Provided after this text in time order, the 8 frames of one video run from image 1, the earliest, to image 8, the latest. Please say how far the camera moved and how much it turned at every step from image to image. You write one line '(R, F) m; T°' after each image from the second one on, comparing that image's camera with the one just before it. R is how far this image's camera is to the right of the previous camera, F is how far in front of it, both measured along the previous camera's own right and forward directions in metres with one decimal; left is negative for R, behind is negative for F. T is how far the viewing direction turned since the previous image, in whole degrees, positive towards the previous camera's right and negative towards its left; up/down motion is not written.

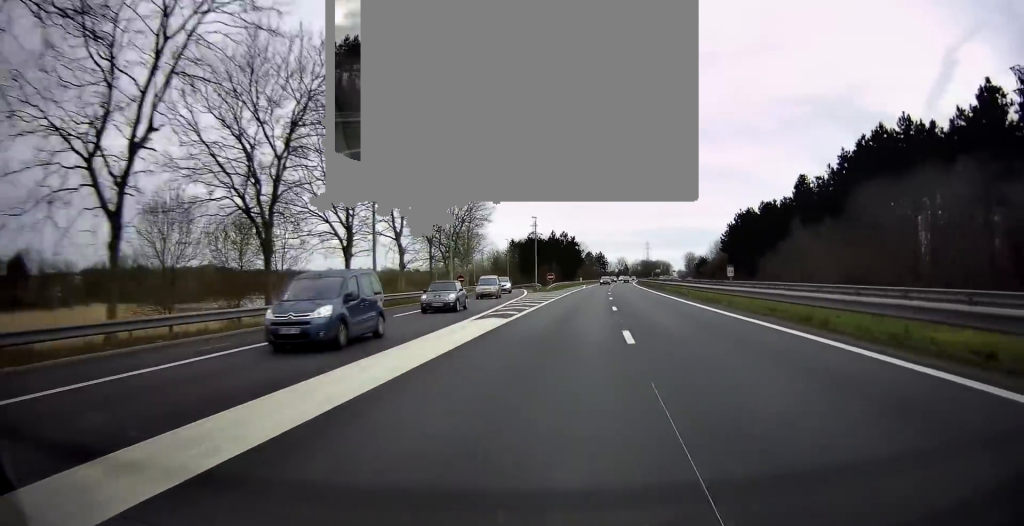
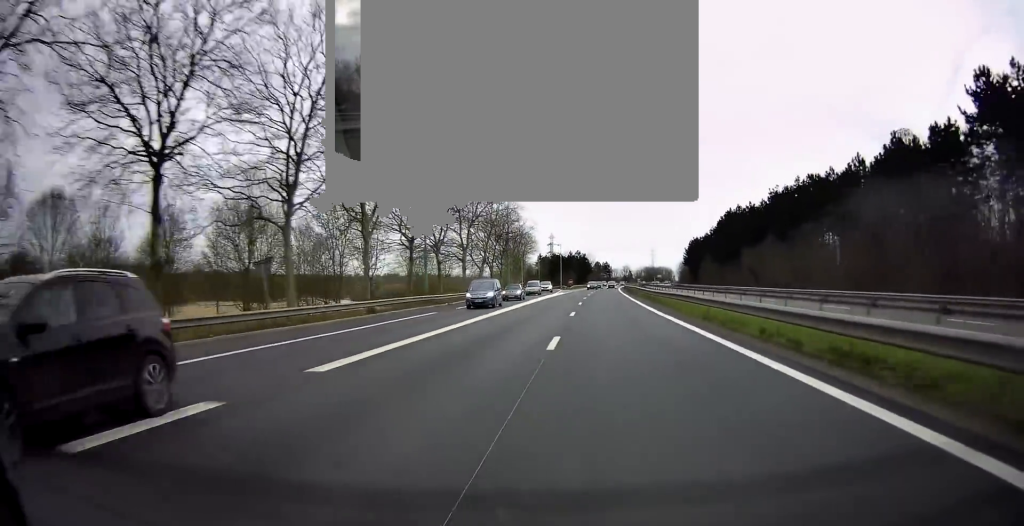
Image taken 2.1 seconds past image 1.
(-1.3, +63.9) m; -2°
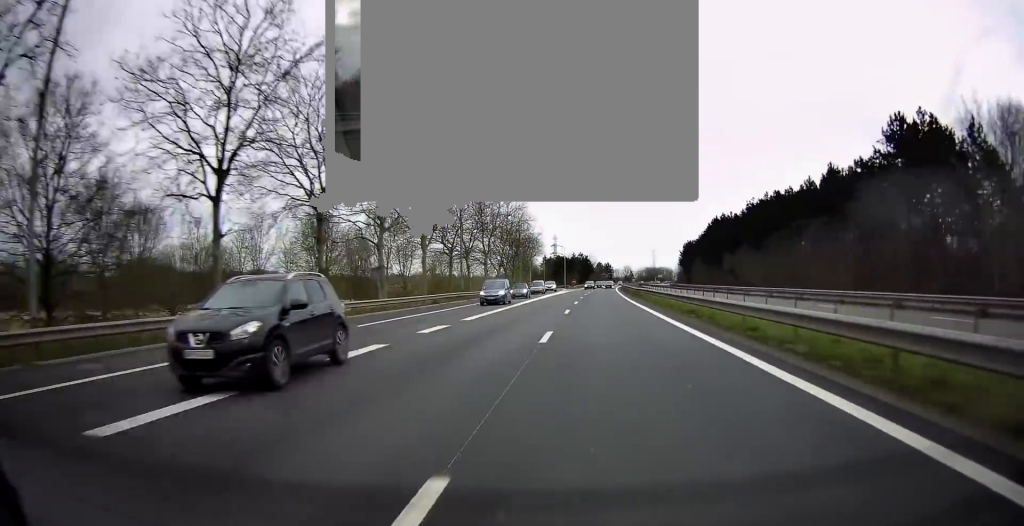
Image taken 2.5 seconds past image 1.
(0.0, +13.4) m; -1°
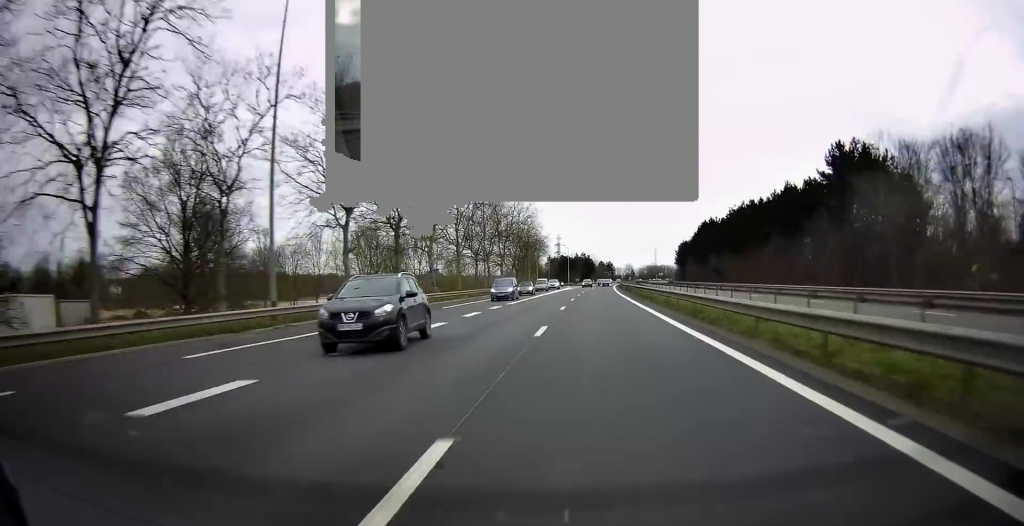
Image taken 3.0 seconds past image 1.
(0.0, +14.6) m; -1°
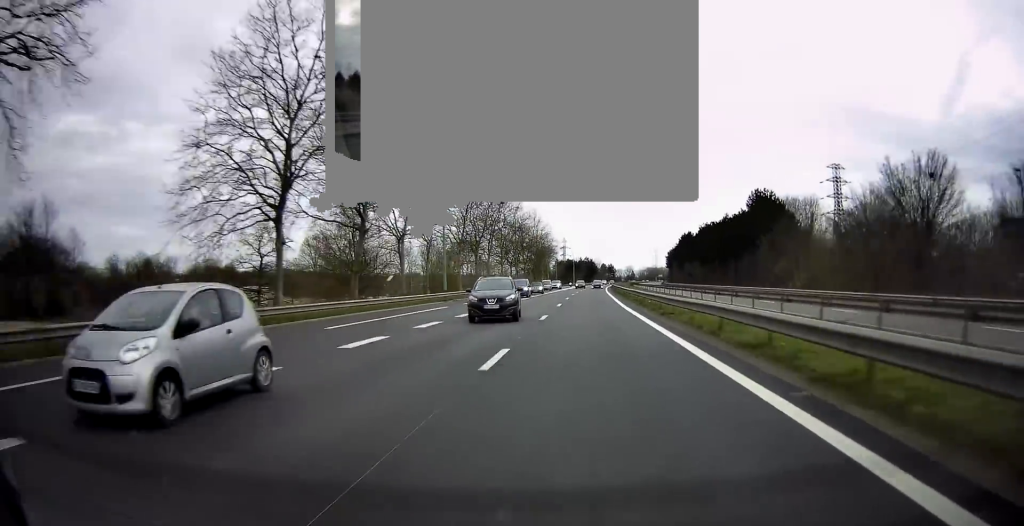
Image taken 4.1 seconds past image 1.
(-0.6, +33.3) m; -2°
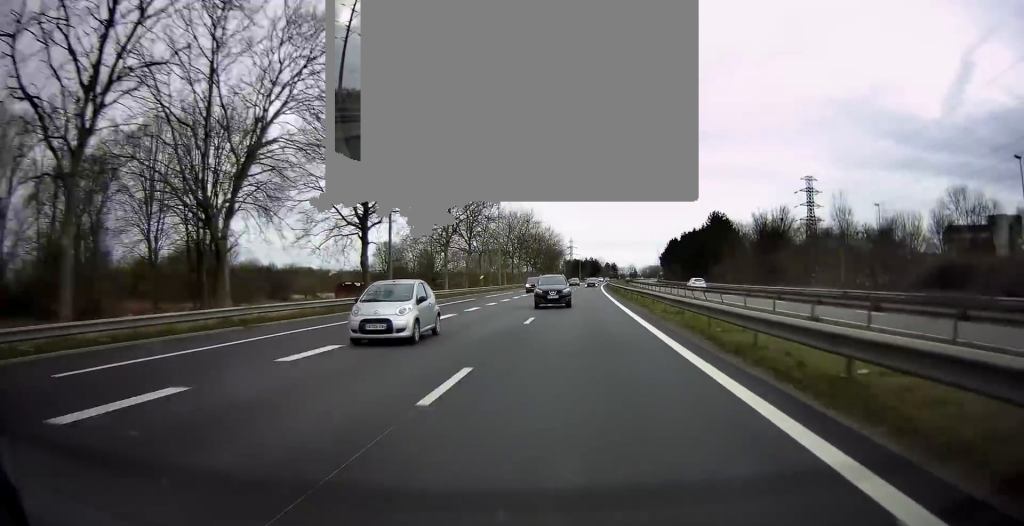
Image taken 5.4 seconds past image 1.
(-0.5, +36.4) m; -1°
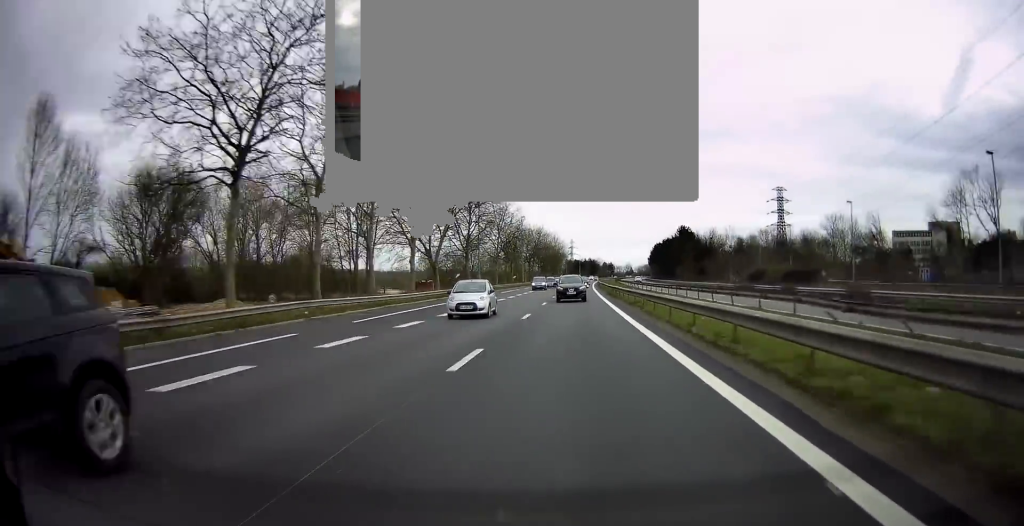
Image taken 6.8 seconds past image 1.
(-0.1, +40.7) m; 0°
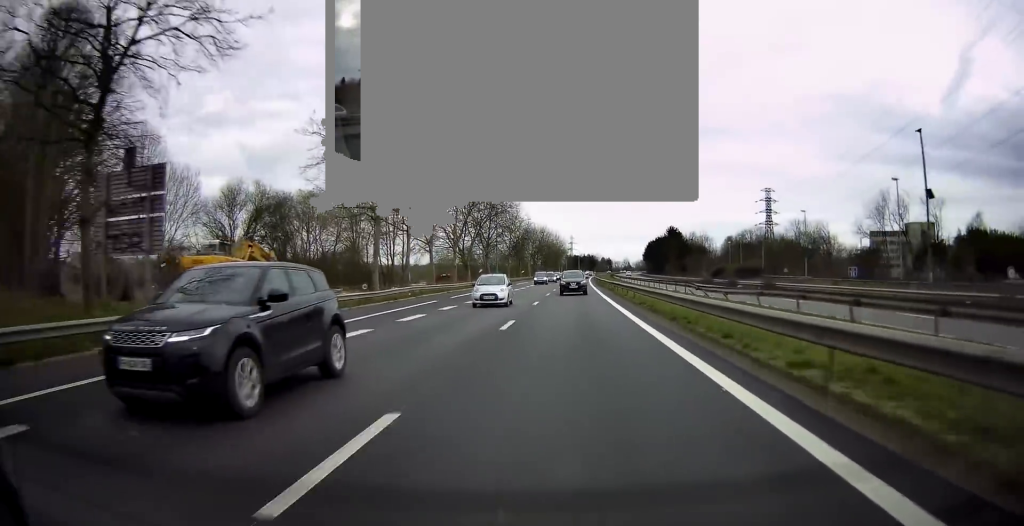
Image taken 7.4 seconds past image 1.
(-0.1, +19.7) m; -1°
